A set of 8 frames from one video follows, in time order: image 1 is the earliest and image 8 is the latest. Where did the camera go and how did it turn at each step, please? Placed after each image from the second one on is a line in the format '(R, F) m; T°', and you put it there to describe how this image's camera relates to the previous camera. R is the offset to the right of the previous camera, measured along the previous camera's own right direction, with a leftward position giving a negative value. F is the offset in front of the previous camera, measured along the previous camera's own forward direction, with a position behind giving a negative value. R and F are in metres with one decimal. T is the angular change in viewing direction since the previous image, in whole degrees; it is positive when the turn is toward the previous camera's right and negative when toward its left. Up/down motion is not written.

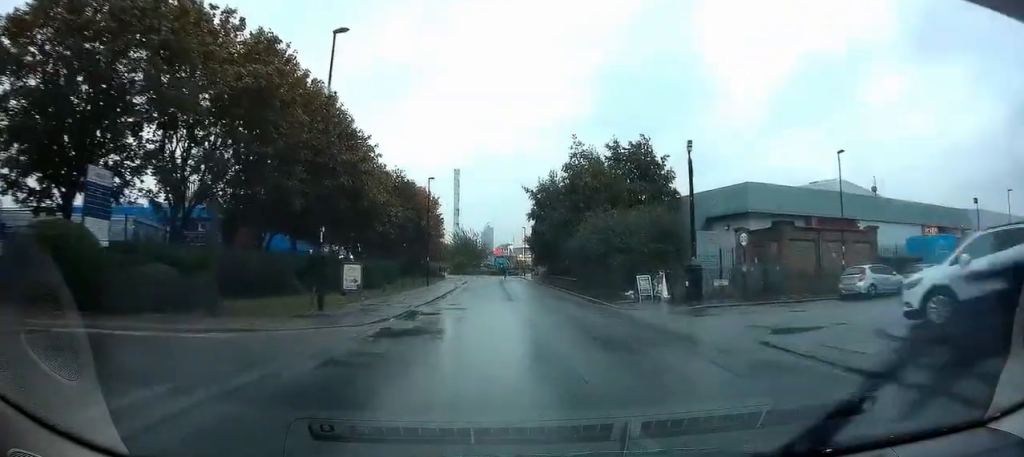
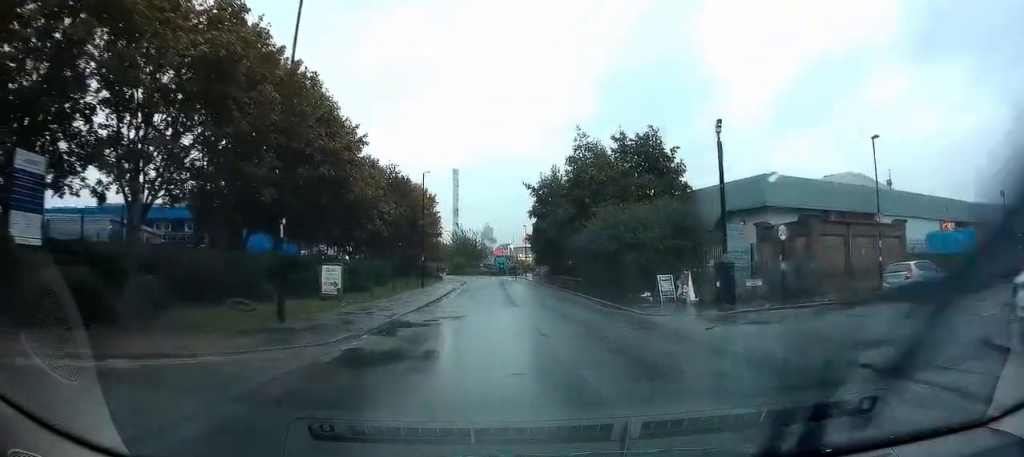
(+0.3, +3.2) m; +1°
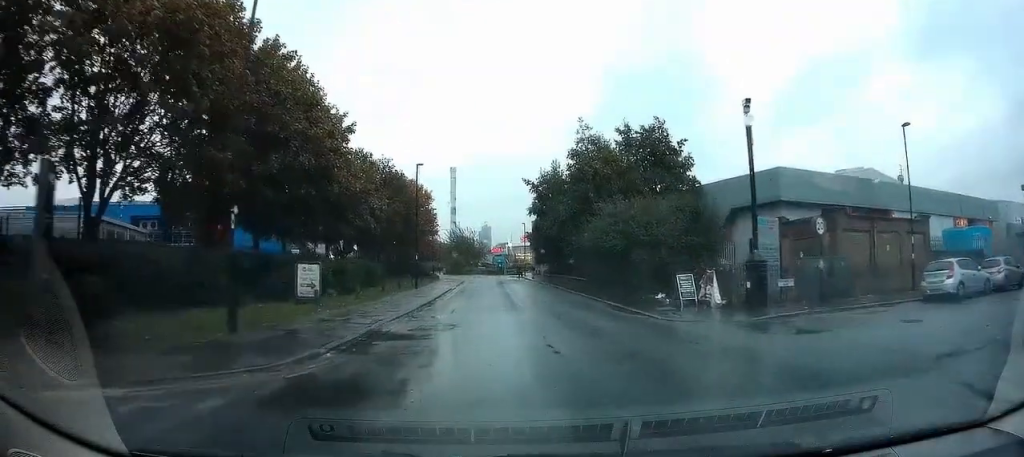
(0.0, +2.8) m; -1°
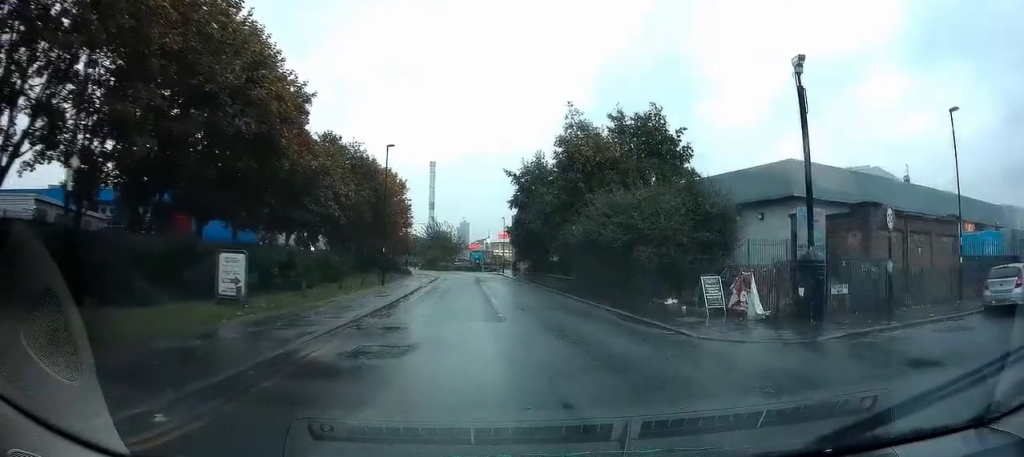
(-0.3, +4.6) m; +5°
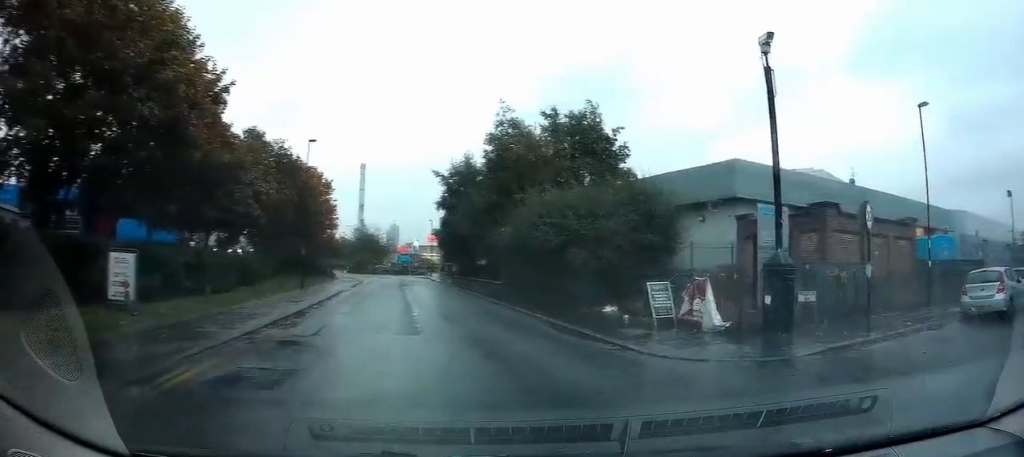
(+0.4, +2.2) m; +17°
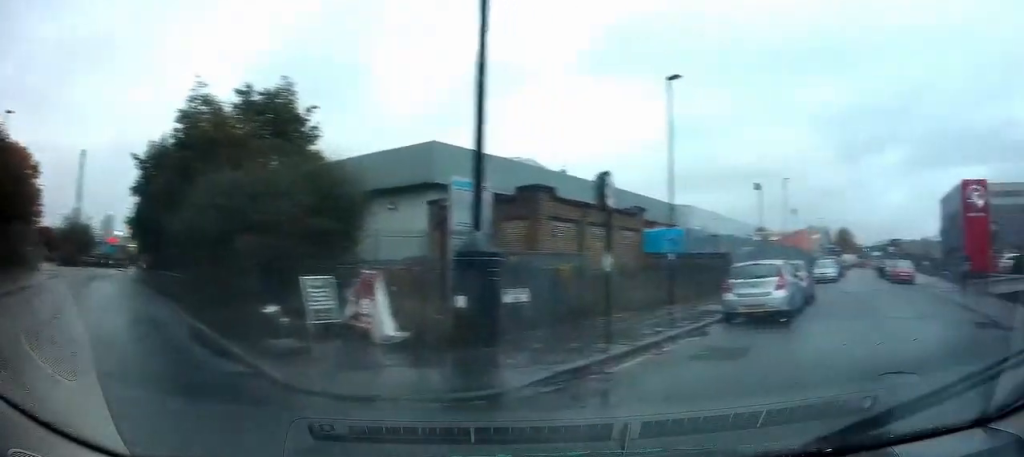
(+0.9, +3.1) m; +35°
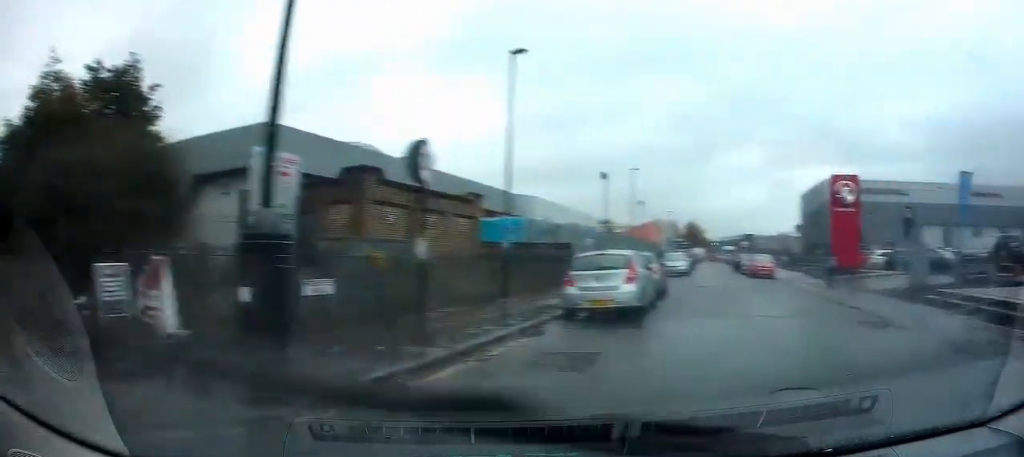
(+0.2, +1.4) m; +13°
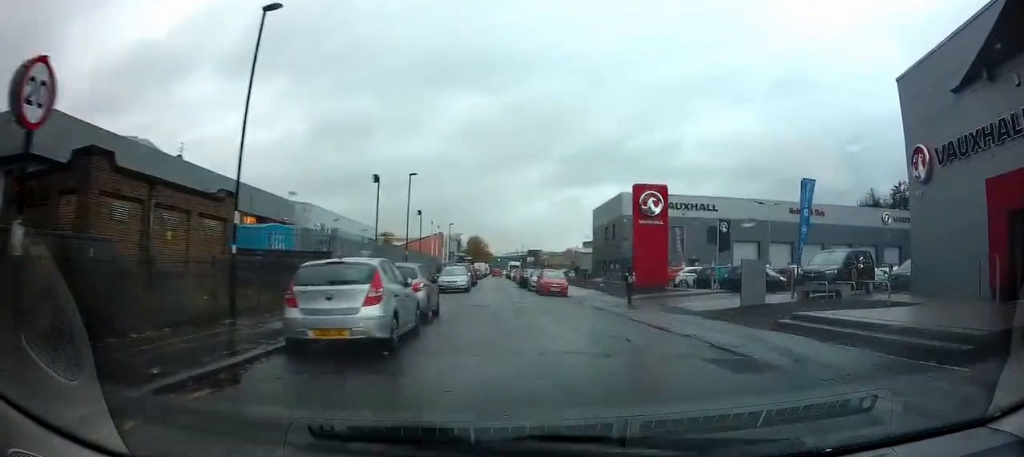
(+0.7, +3.6) m; +17°
